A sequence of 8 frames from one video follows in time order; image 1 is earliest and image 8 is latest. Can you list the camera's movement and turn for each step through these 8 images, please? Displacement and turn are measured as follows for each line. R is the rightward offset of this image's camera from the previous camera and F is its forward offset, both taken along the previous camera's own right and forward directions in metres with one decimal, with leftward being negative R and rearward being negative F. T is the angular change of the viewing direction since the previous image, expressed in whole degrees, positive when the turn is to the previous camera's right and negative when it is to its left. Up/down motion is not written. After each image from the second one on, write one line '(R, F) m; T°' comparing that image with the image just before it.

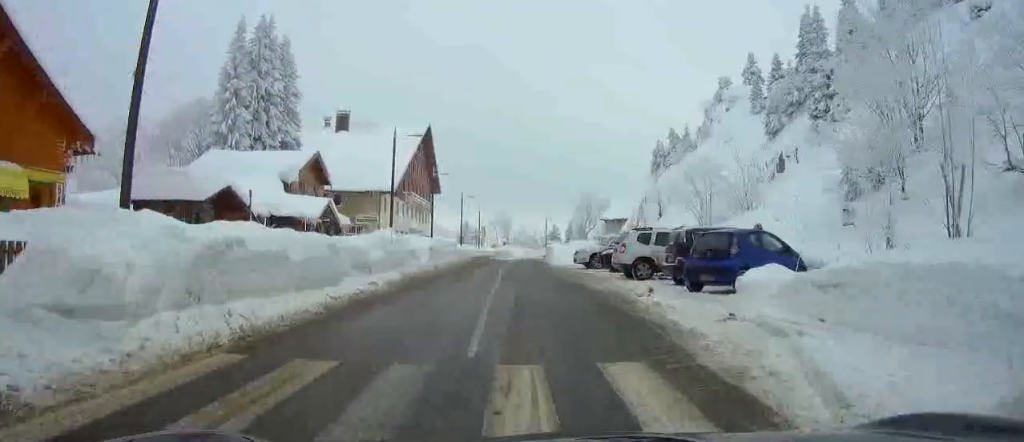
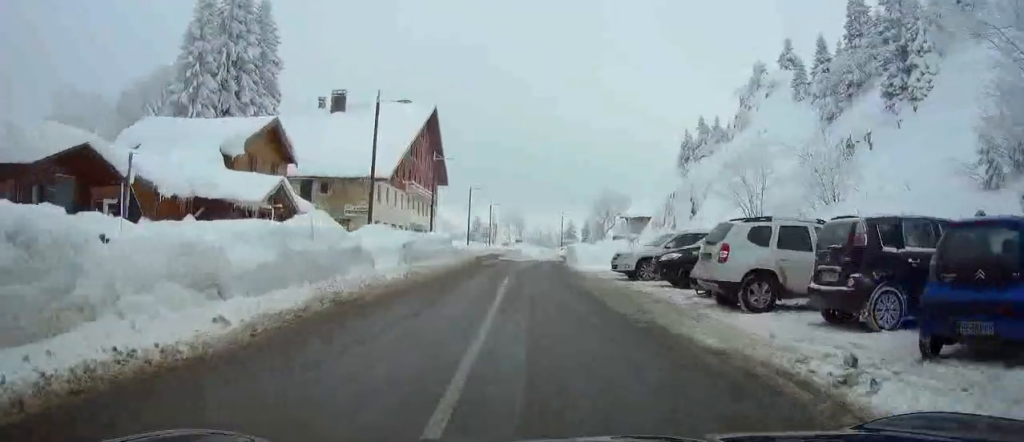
(0.0, +9.3) m; 0°
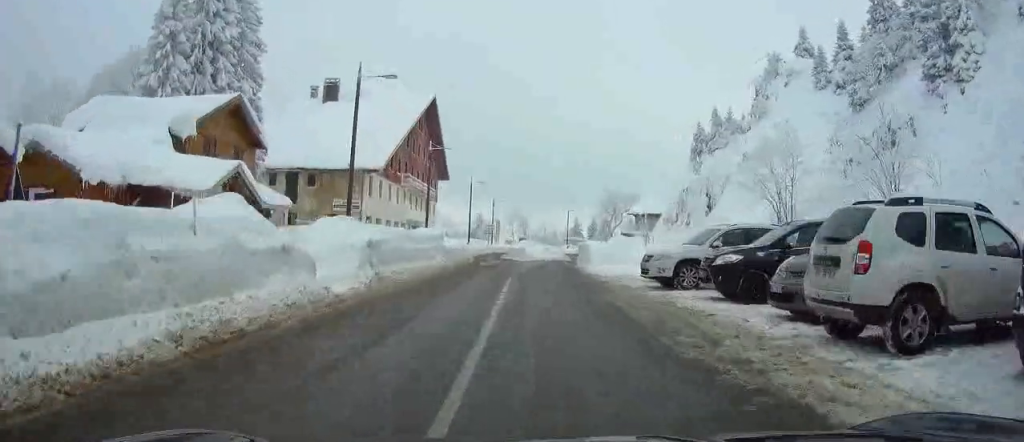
(0.0, +4.6) m; 0°
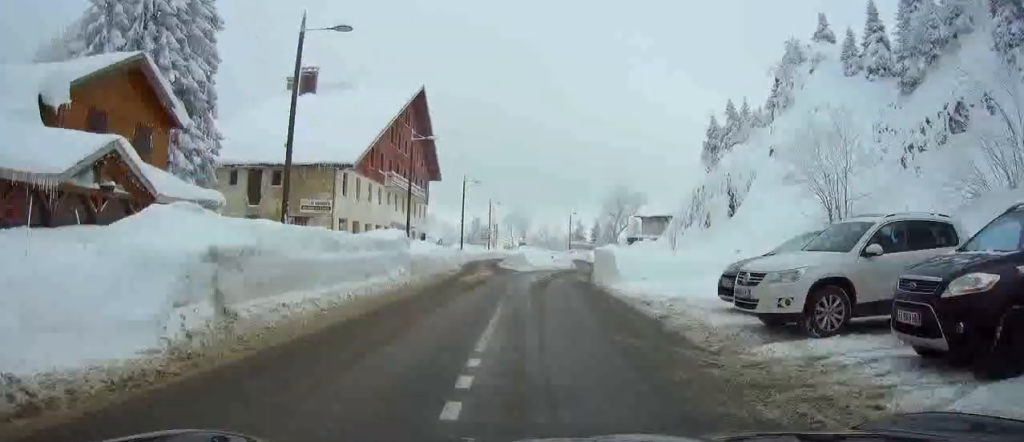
(0.0, +8.2) m; 0°
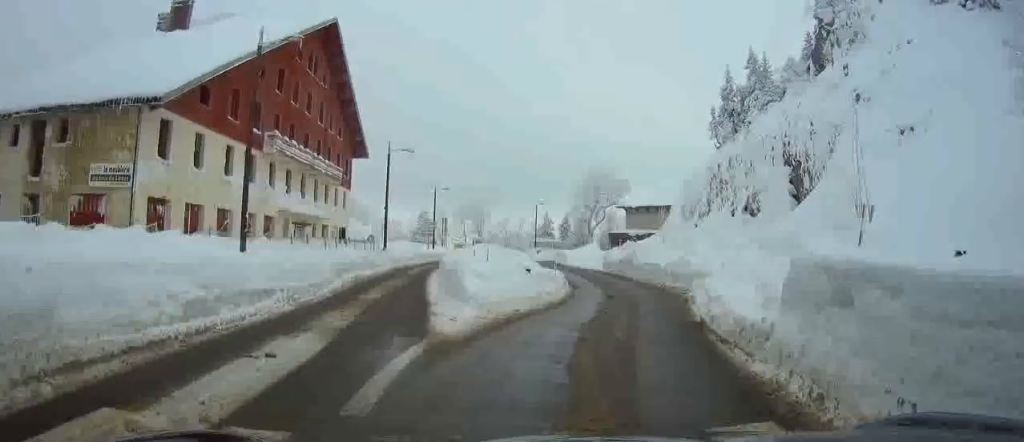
(+0.6, +22.5) m; +5°
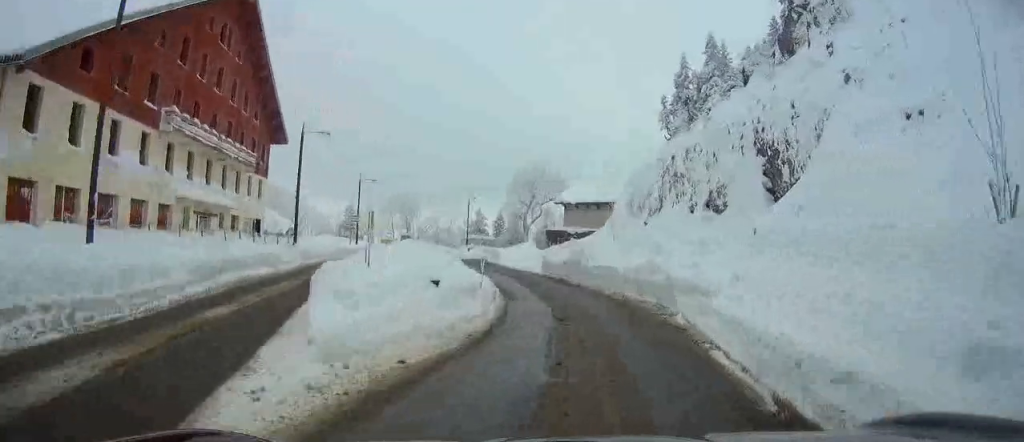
(0.0, +5.4) m; +3°
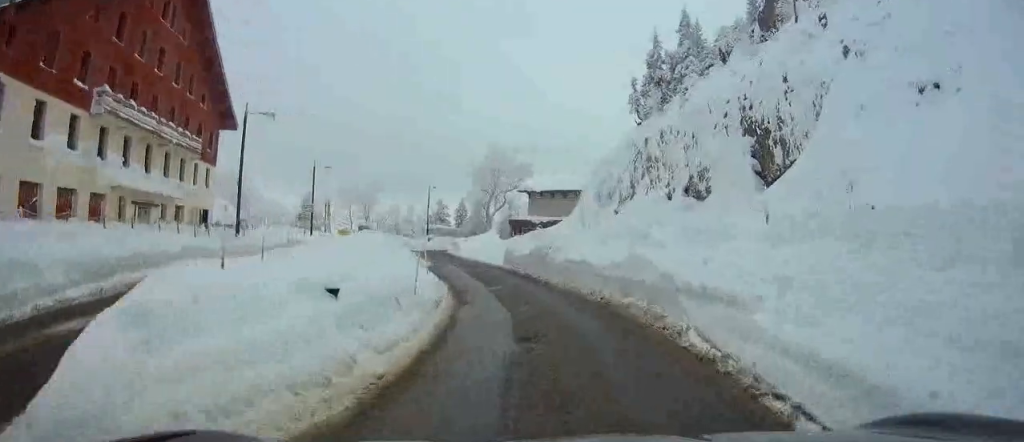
(+0.3, +3.7) m; +2°
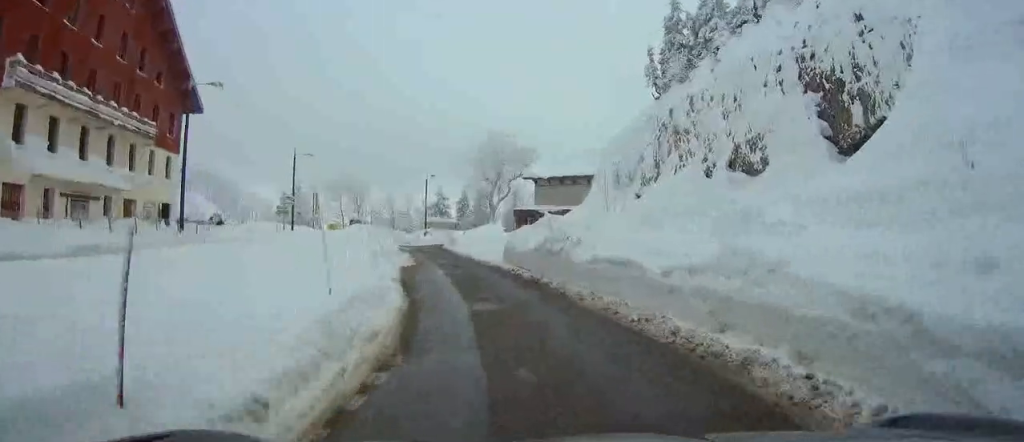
(+0.2, +7.4) m; 0°
